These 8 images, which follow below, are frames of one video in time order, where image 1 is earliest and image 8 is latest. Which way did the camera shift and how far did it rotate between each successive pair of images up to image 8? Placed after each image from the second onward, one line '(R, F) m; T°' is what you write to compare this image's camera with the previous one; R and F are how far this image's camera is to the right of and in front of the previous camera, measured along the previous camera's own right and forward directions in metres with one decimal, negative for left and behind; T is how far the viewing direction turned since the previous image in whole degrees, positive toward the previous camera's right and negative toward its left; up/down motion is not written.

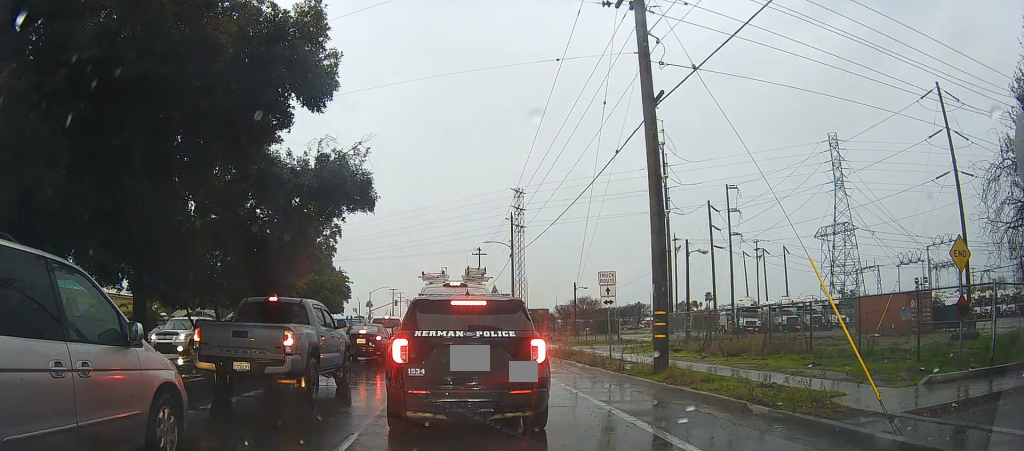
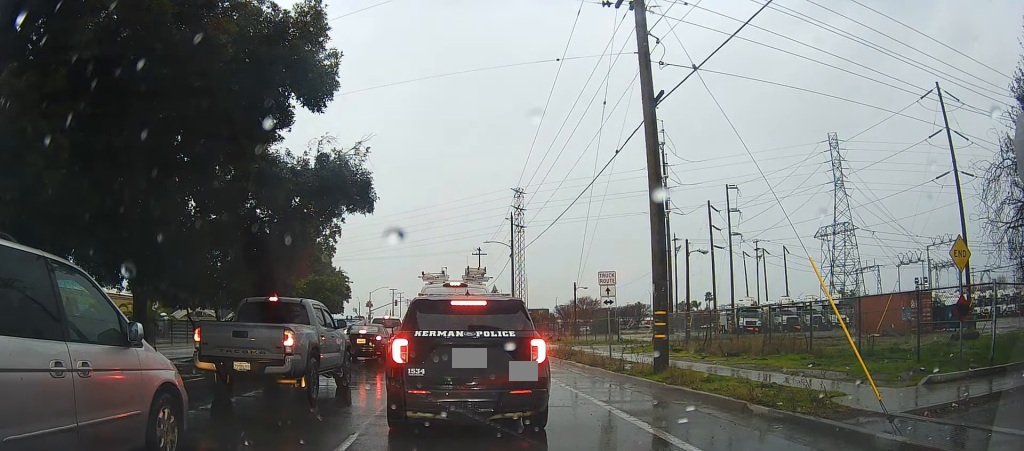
(0.0, 0.0) m; 0°
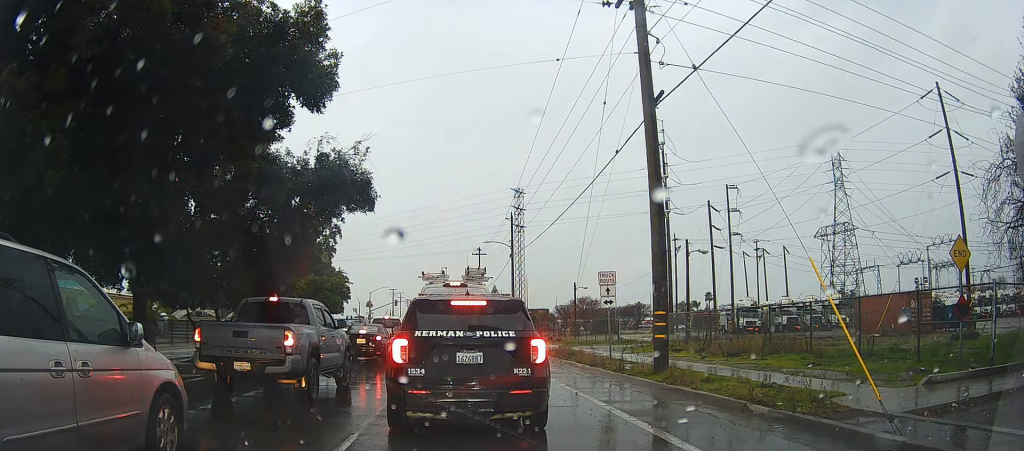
(0.0, 0.0) m; 0°
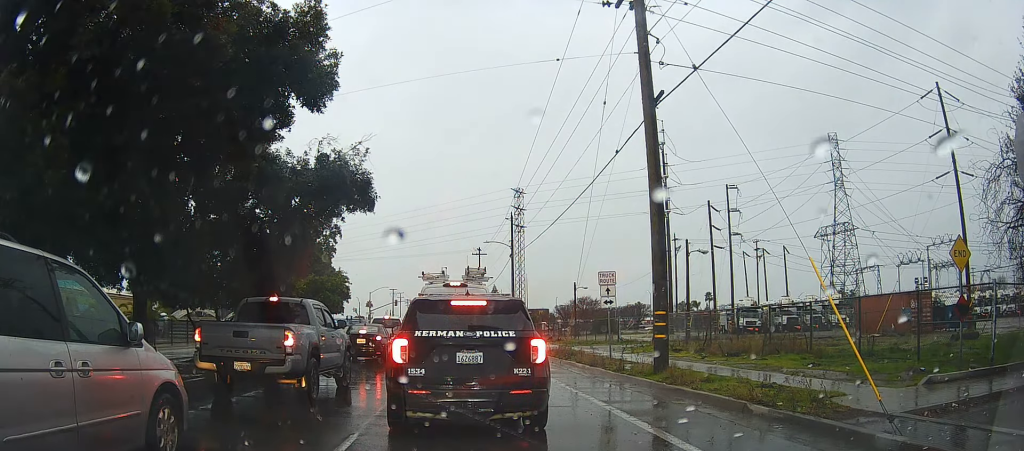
(0.0, 0.0) m; 0°
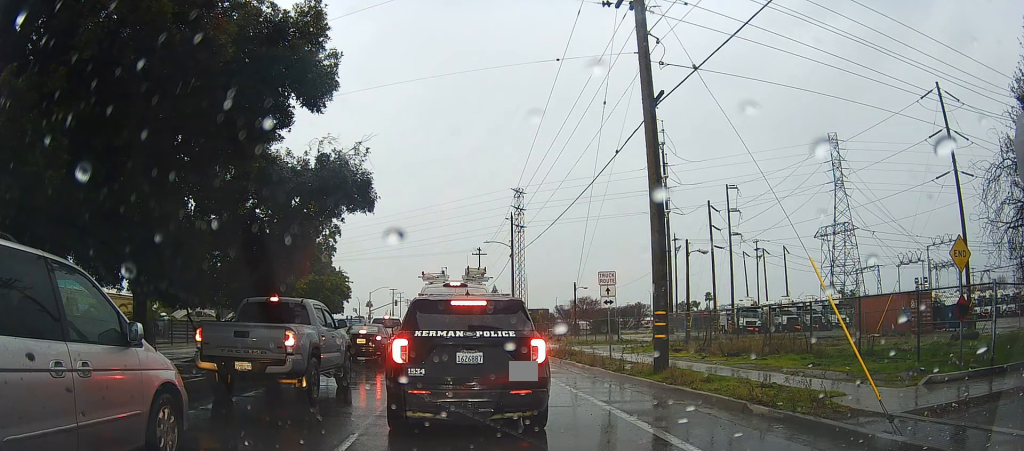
(0.0, 0.0) m; 0°
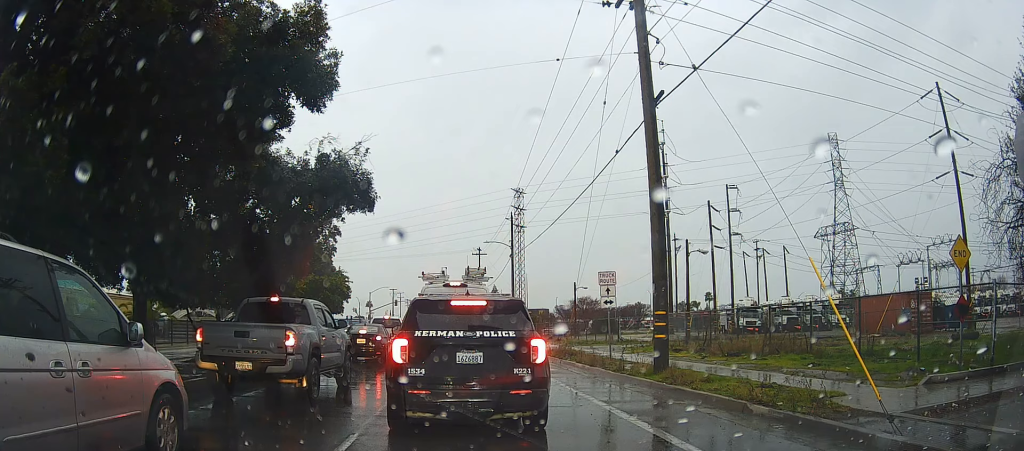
(0.0, 0.0) m; 0°
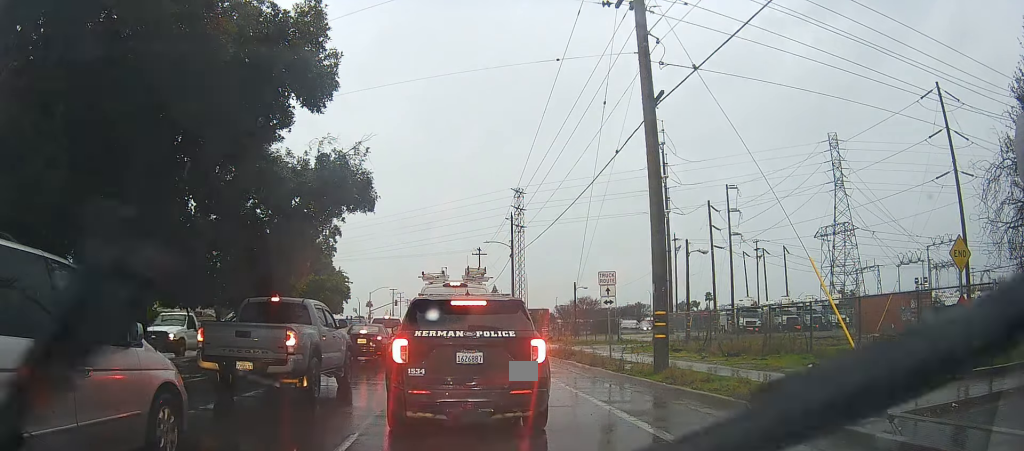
(0.0, 0.0) m; 0°
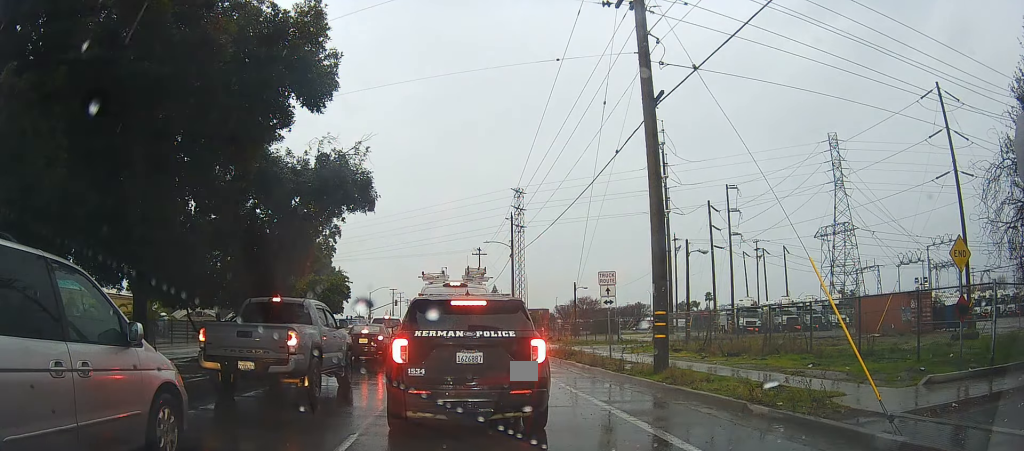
(0.0, 0.0) m; 0°
